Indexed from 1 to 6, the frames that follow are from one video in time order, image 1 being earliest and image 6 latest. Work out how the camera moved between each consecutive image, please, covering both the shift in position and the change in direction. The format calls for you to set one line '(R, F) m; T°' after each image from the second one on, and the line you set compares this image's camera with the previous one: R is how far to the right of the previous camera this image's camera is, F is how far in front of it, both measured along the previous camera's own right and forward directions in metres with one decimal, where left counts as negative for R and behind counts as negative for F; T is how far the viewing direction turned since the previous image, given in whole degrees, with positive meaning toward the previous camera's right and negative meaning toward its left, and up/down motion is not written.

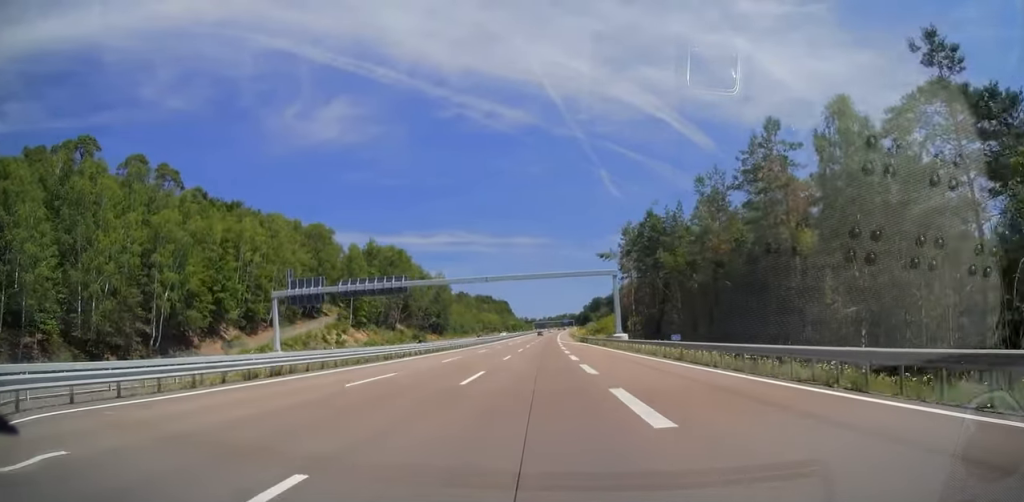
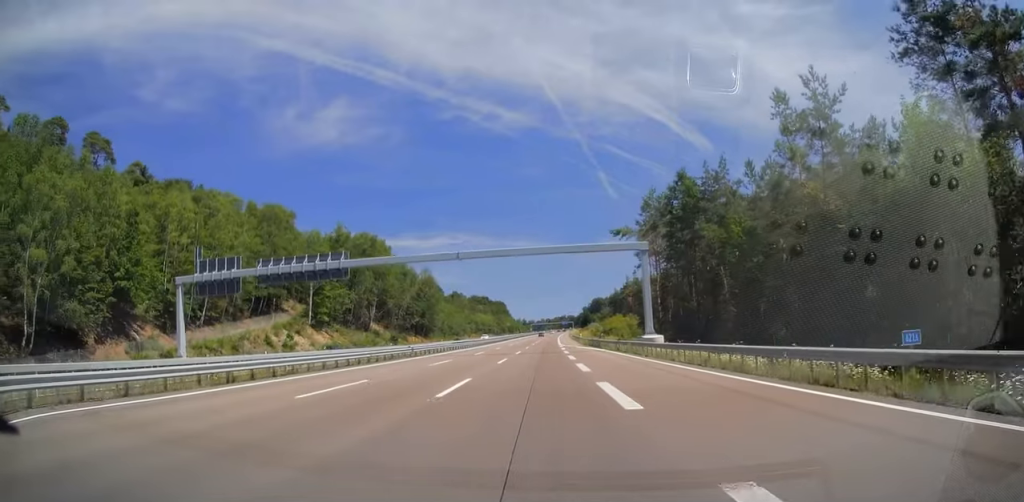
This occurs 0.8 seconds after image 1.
(0.0, +21.5) m; 0°
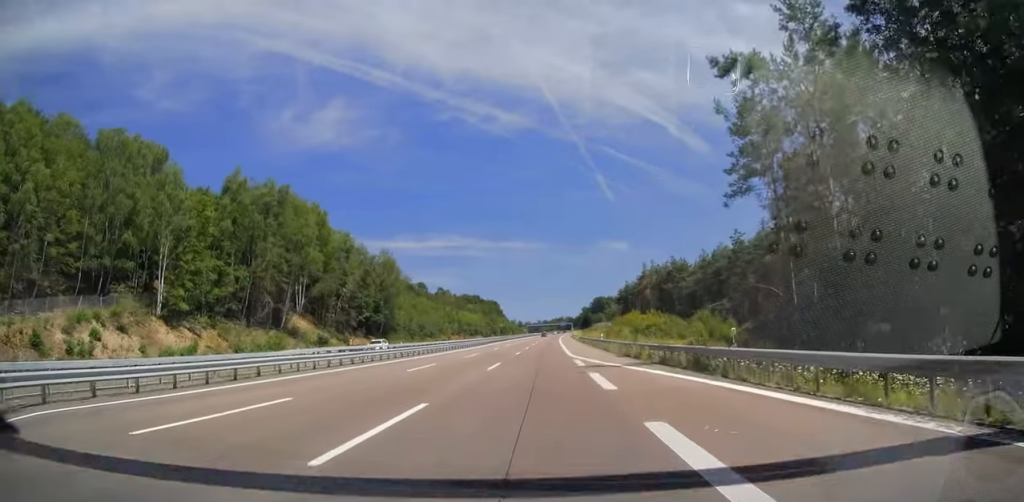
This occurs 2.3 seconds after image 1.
(+0.1, +43.5) m; +1°
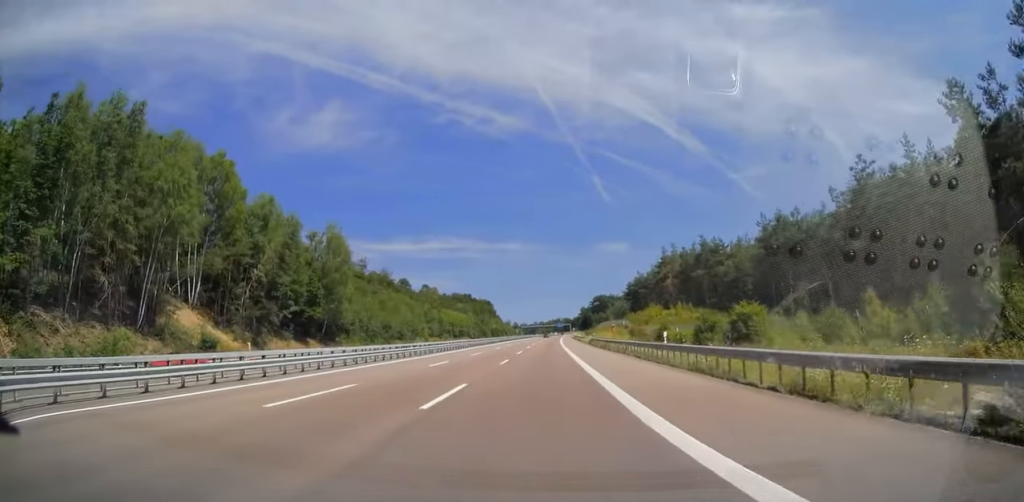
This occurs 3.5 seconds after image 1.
(+0.1, +33.6) m; 0°
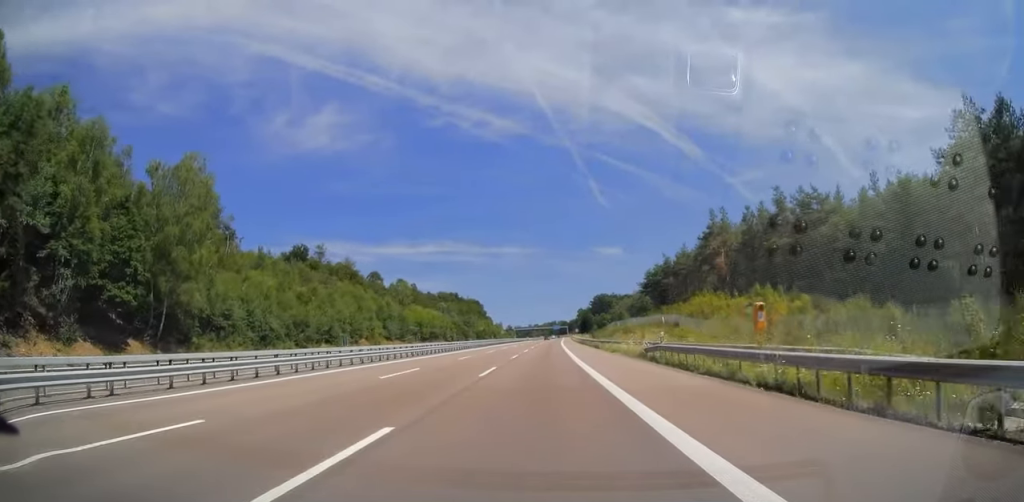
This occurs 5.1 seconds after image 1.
(0.0, +44.8) m; +1°
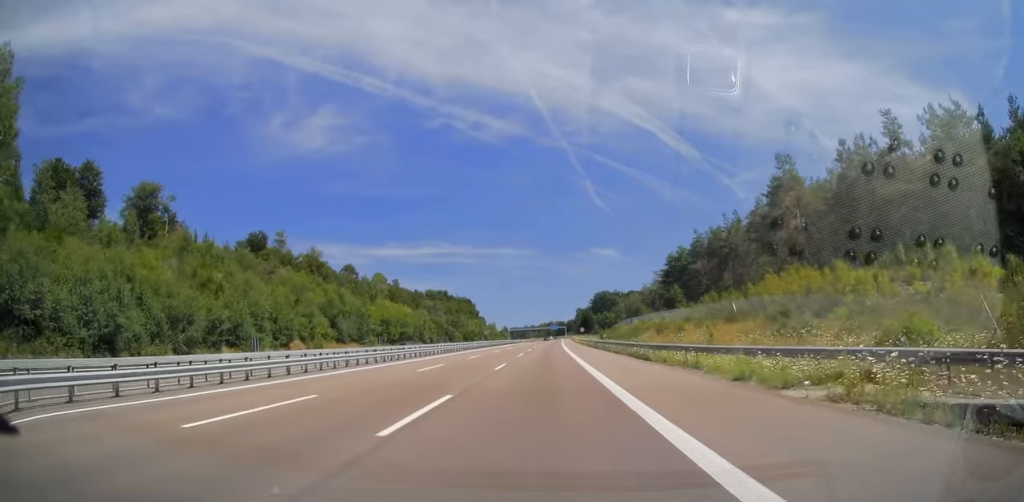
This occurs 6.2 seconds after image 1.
(+0.4, +30.8) m; 0°
